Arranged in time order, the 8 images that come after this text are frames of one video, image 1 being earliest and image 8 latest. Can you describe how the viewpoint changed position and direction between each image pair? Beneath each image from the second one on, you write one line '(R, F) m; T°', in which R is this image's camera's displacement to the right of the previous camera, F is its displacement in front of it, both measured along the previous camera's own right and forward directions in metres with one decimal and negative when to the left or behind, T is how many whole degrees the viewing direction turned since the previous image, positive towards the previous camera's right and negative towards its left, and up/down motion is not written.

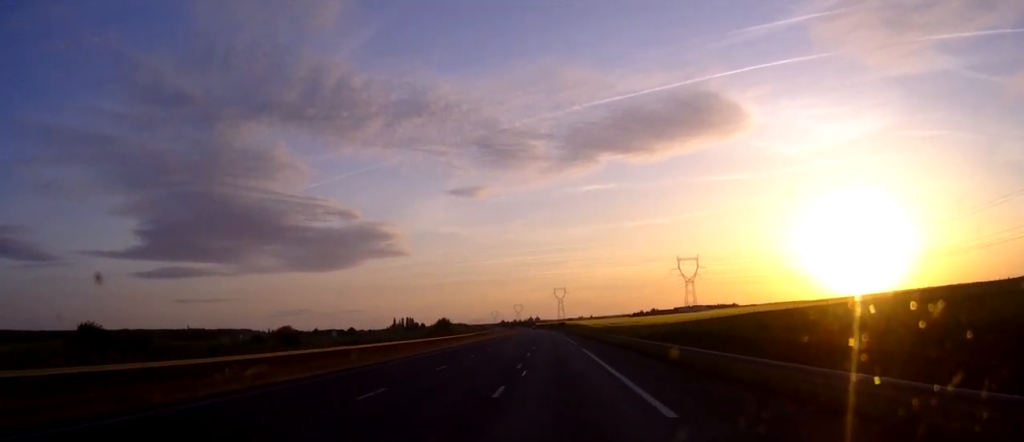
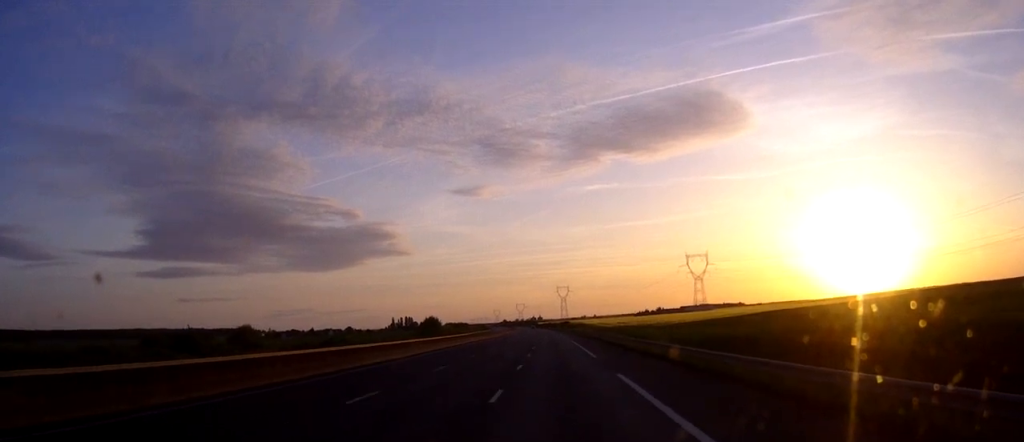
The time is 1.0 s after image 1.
(-0.1, +27.3) m; 0°
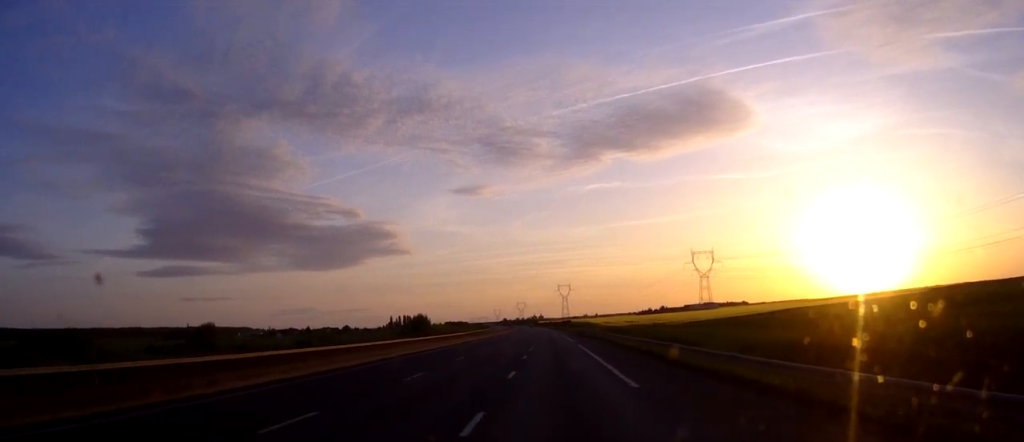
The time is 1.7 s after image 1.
(0.0, +18.5) m; 0°
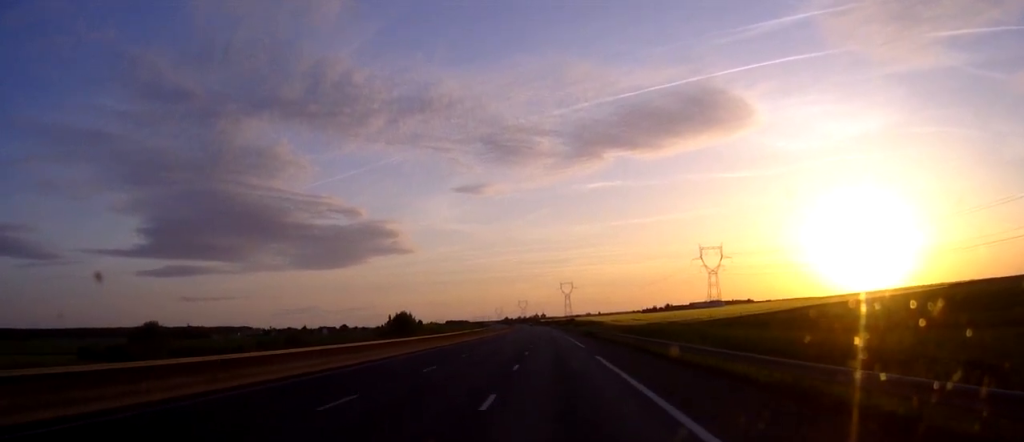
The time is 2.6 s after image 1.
(0.0, +22.9) m; 0°
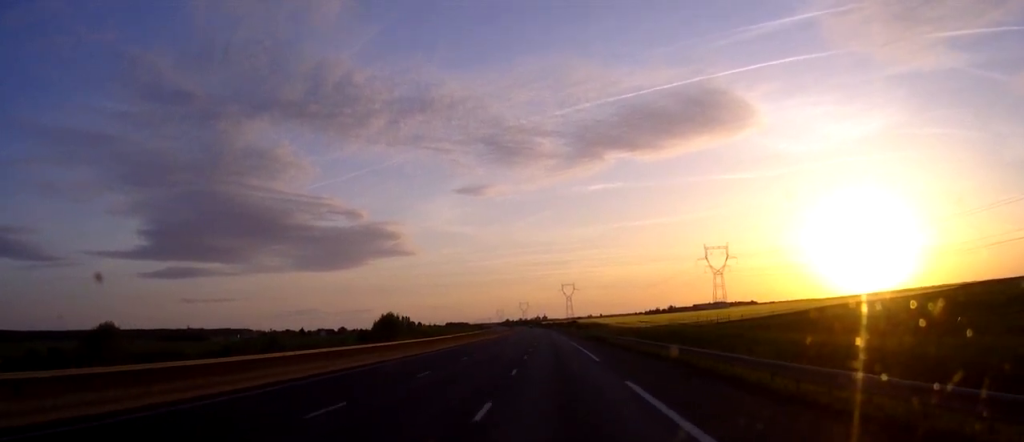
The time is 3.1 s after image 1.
(0.0, +14.1) m; 0°
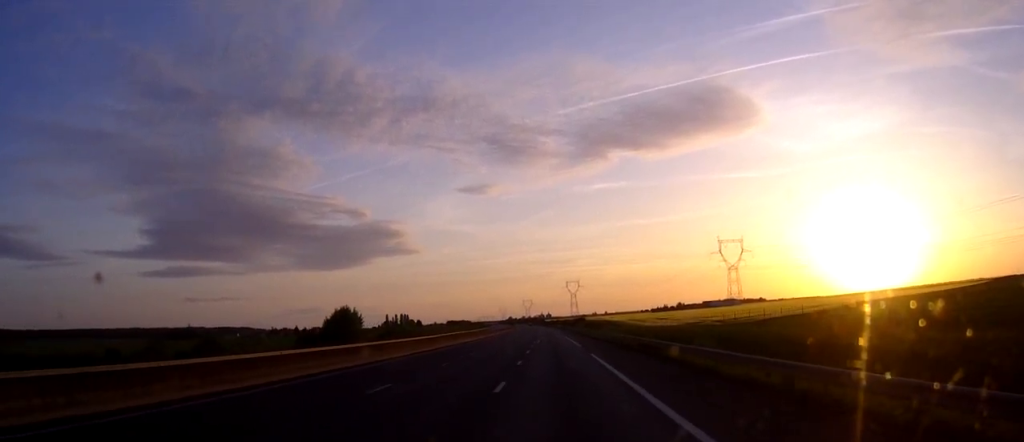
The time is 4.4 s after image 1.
(-0.1, +33.5) m; 0°
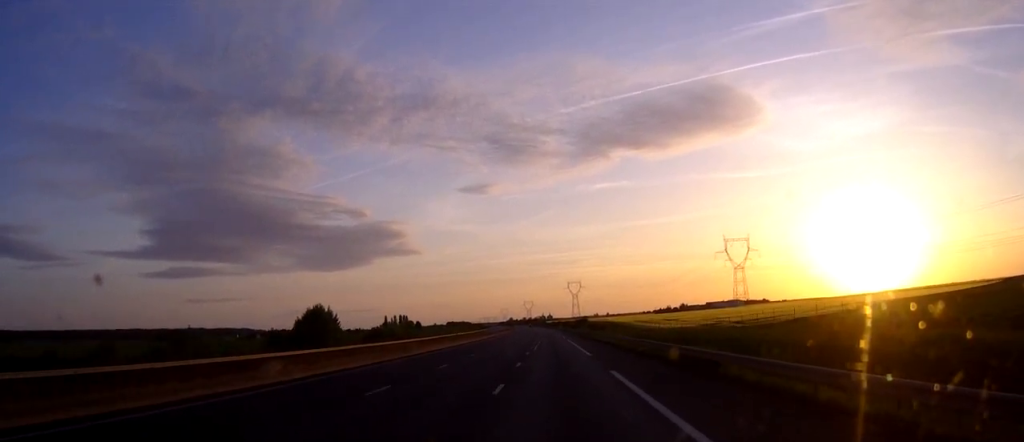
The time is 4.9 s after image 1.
(0.0, +13.3) m; 0°
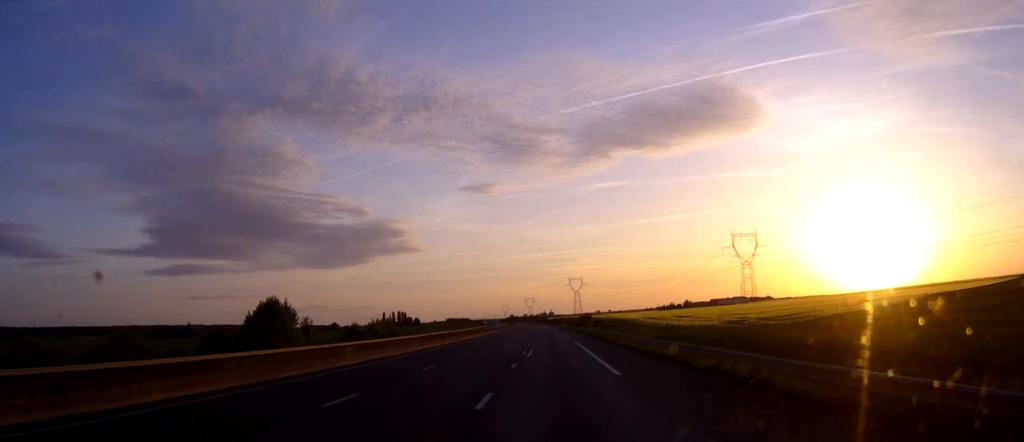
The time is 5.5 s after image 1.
(0.0, +16.8) m; 0°
